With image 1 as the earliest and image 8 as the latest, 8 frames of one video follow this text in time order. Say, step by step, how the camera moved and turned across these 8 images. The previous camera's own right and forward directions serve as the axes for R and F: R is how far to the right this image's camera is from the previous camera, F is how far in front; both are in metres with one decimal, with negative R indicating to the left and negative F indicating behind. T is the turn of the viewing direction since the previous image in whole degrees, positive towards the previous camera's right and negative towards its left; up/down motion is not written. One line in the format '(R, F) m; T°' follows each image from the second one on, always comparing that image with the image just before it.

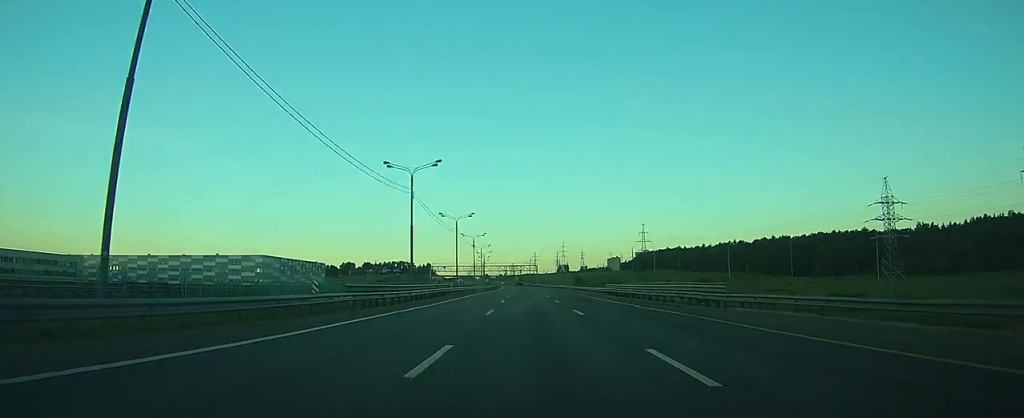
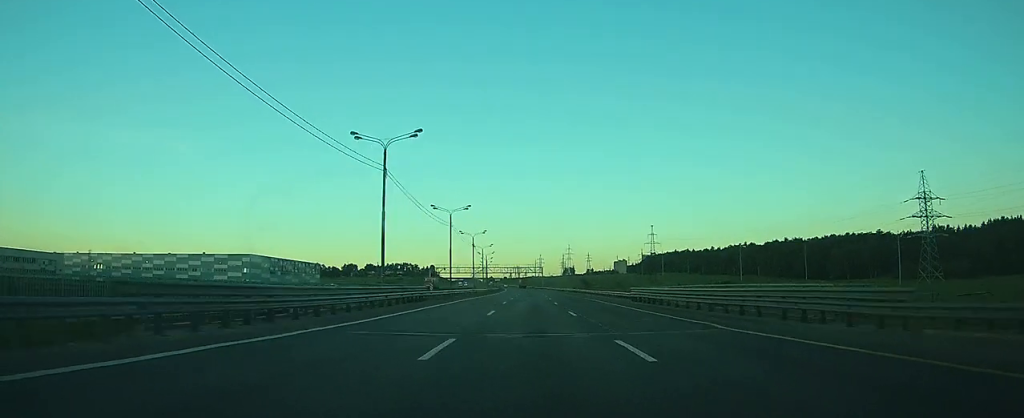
(0.0, +13.8) m; 0°
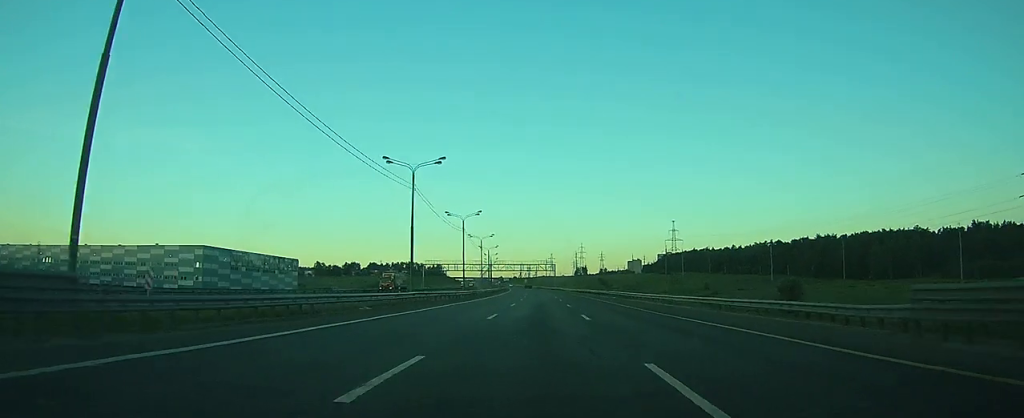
(-0.2, +35.9) m; -1°
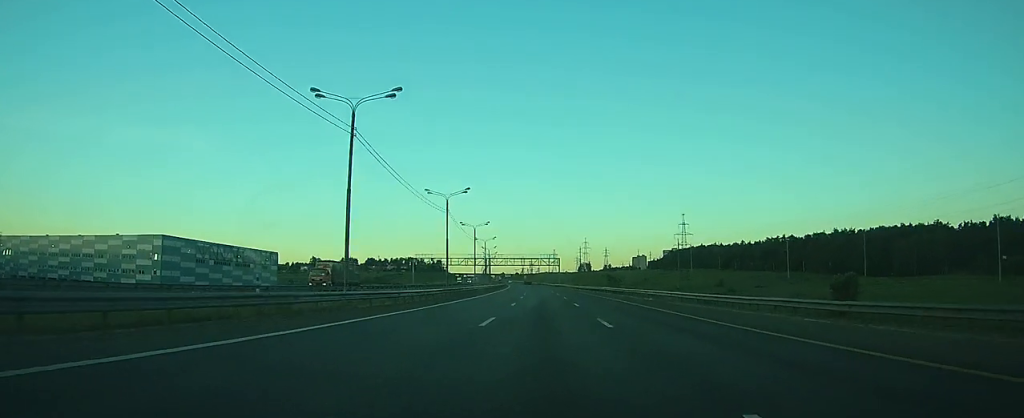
(-0.1, +21.0) m; 0°
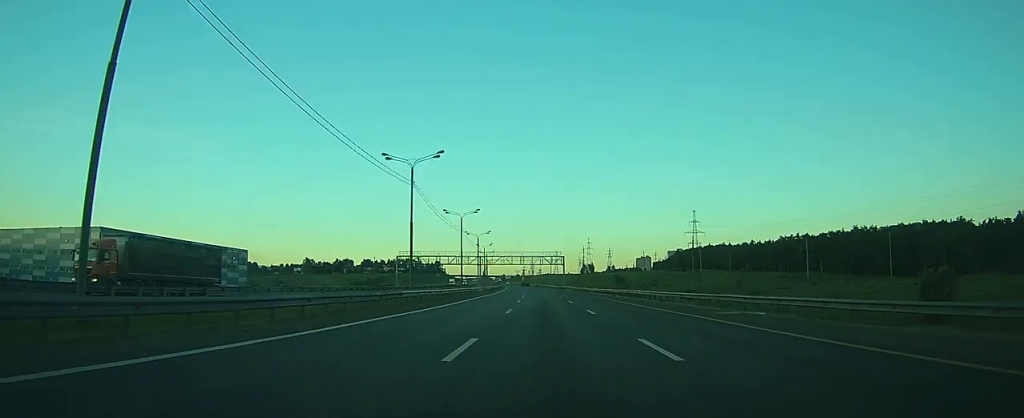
(-0.1, +24.0) m; 0°
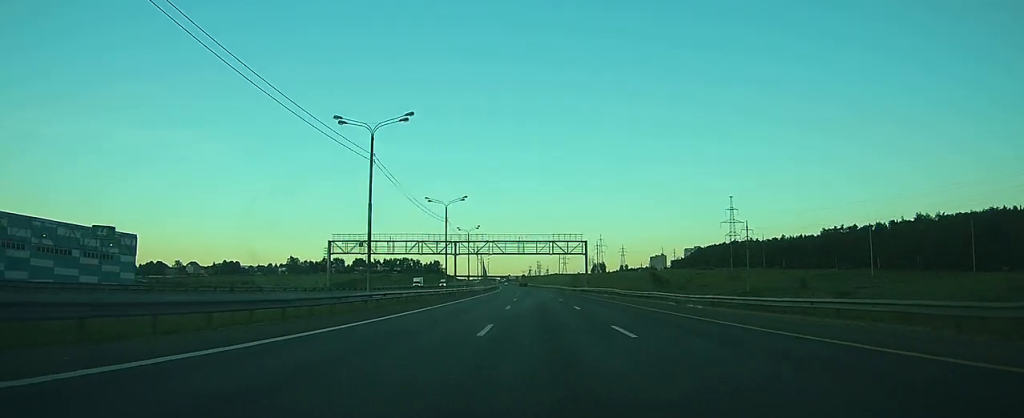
(-0.3, +59.3) m; -1°
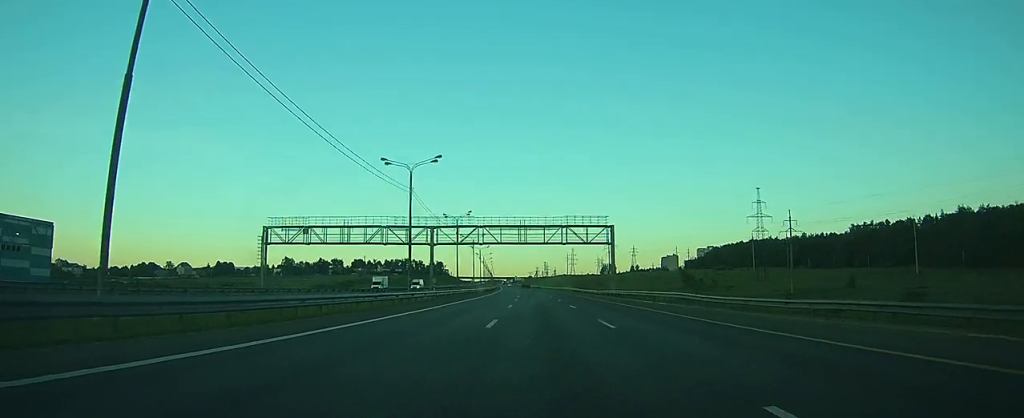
(0.0, +29.2) m; 0°
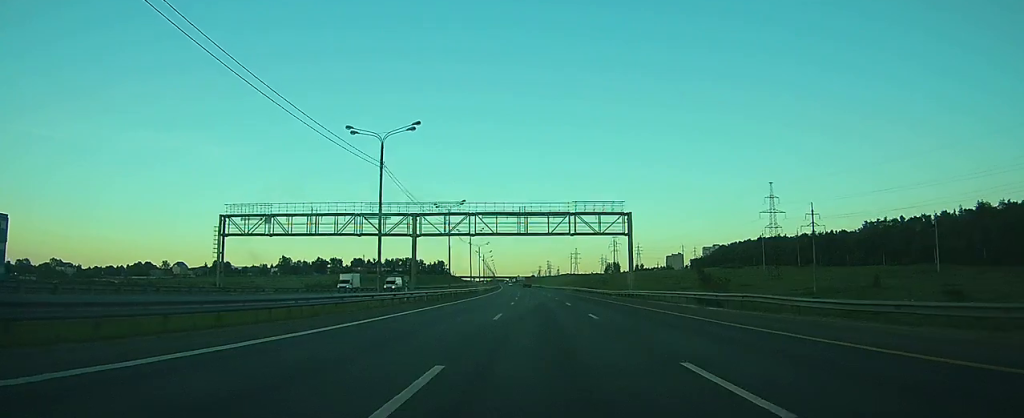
(-0.1, +12.5) m; 0°
